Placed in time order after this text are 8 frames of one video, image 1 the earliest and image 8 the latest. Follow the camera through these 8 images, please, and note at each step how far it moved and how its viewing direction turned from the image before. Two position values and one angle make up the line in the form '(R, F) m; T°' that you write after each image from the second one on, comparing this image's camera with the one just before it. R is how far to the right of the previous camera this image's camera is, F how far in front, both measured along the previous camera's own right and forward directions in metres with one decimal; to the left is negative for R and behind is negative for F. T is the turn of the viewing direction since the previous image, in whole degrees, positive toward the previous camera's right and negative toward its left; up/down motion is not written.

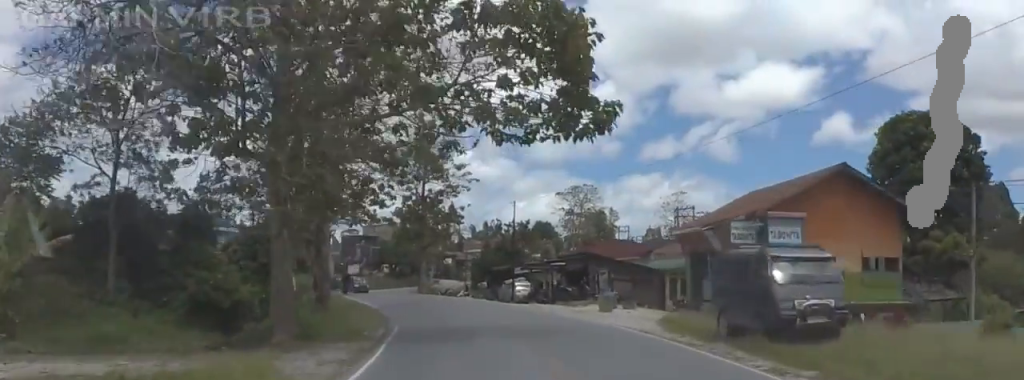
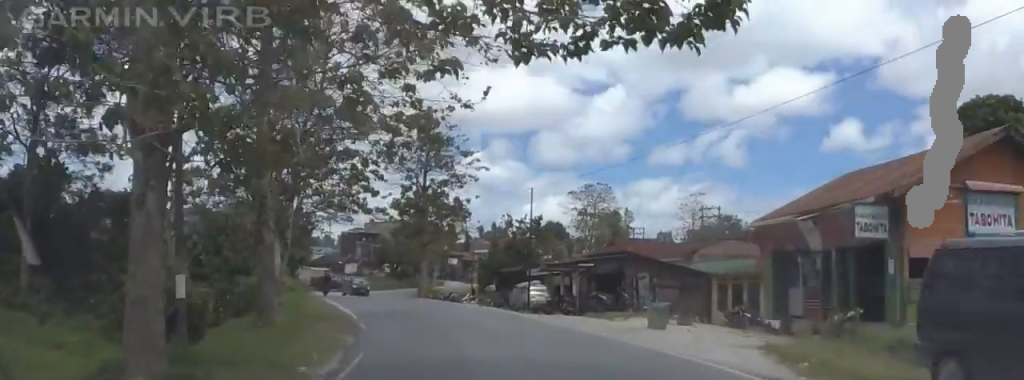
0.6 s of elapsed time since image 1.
(0.0, +9.0) m; 0°
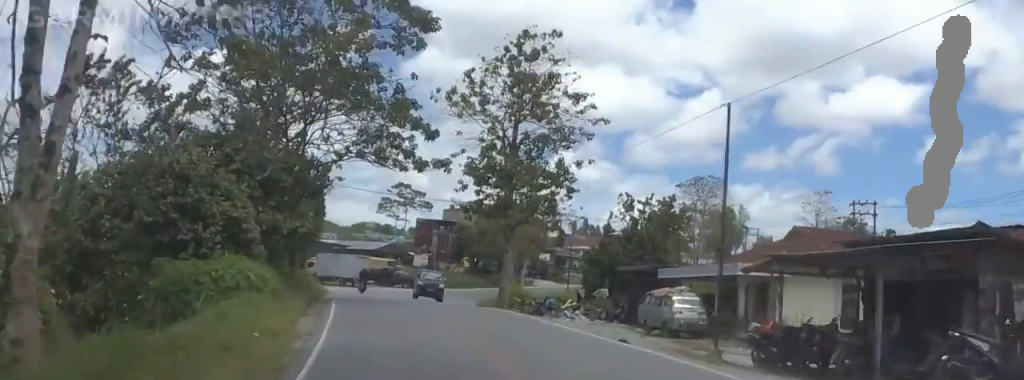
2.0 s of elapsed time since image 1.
(0.0, +20.7) m; -4°
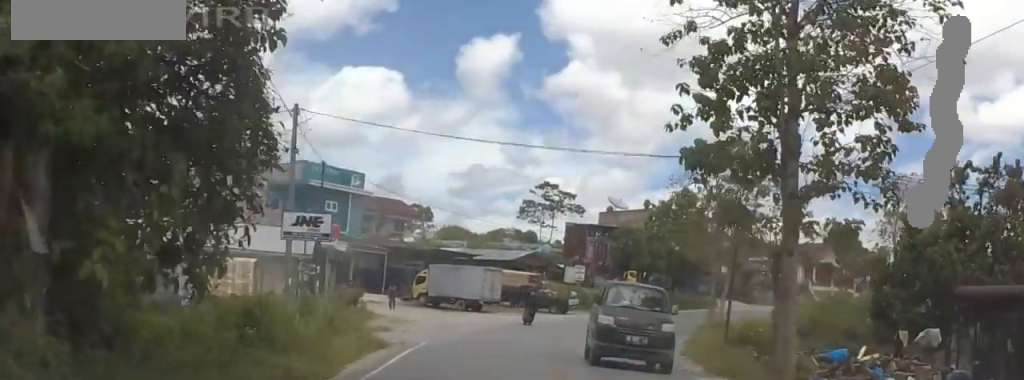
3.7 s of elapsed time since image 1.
(-2.5, +25.1) m; -8°
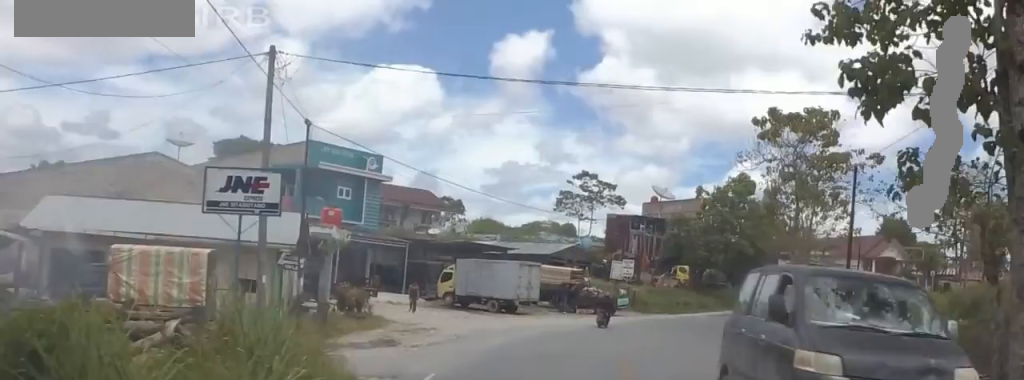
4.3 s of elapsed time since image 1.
(0.0, +8.1) m; 0°
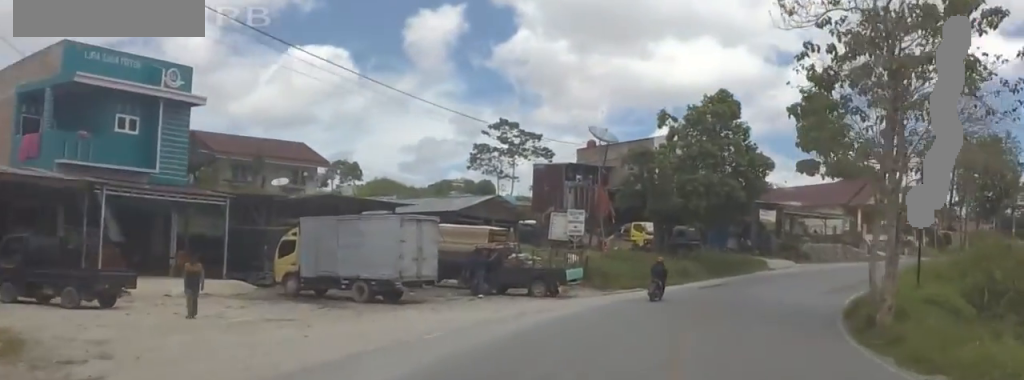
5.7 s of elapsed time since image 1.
(+0.9, +20.3) m; +8°
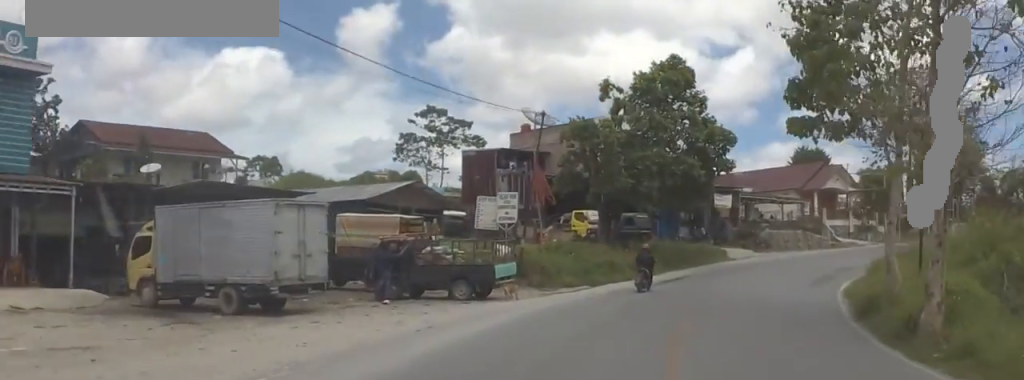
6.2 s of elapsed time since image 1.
(+0.4, +6.9) m; +3°
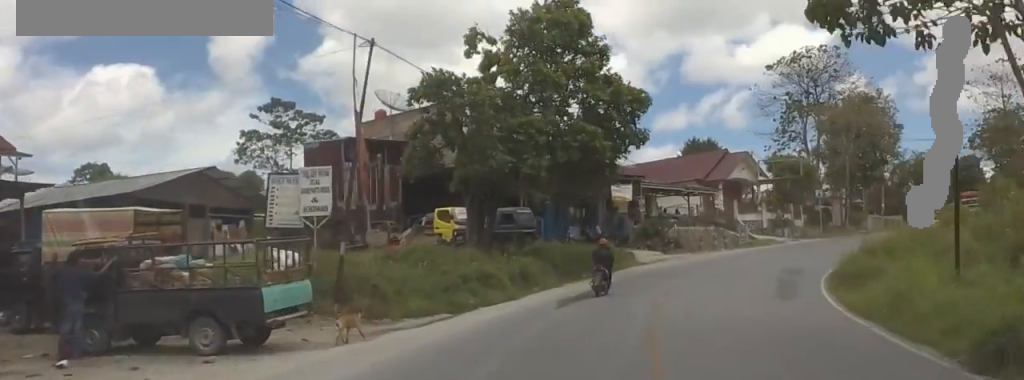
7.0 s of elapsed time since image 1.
(+0.5, +11.8) m; +6°
